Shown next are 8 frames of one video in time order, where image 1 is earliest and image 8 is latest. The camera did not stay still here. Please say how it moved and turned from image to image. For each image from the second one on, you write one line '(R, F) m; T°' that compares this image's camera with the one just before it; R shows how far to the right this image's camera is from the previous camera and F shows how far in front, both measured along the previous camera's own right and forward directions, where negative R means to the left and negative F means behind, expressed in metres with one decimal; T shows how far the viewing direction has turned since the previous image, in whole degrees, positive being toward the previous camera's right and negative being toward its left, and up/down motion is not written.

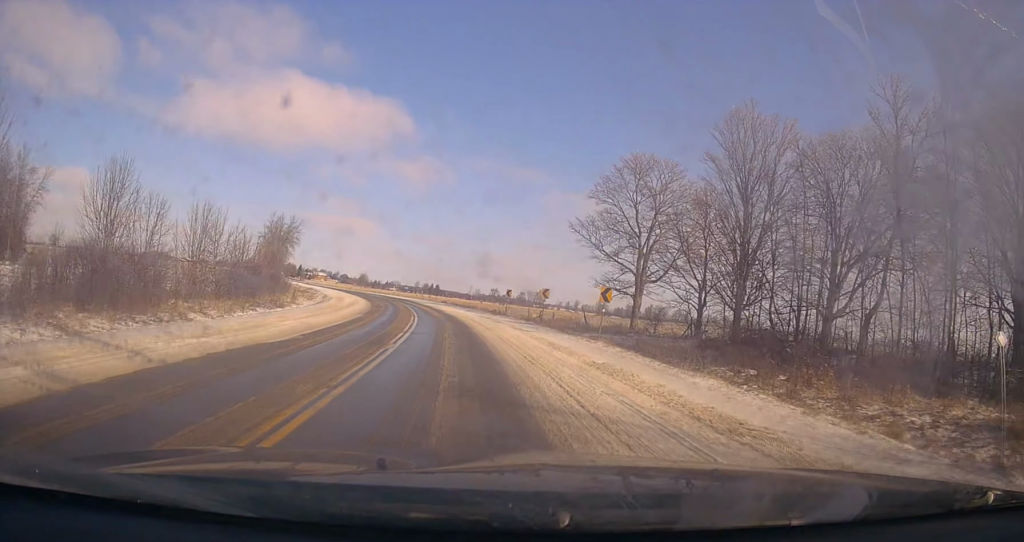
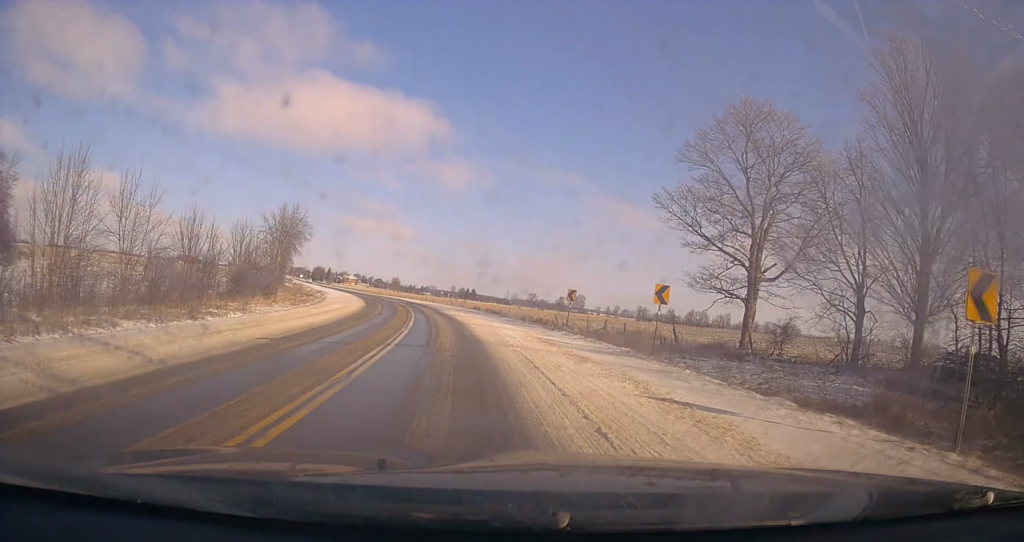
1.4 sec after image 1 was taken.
(-0.4, +18.1) m; -5°
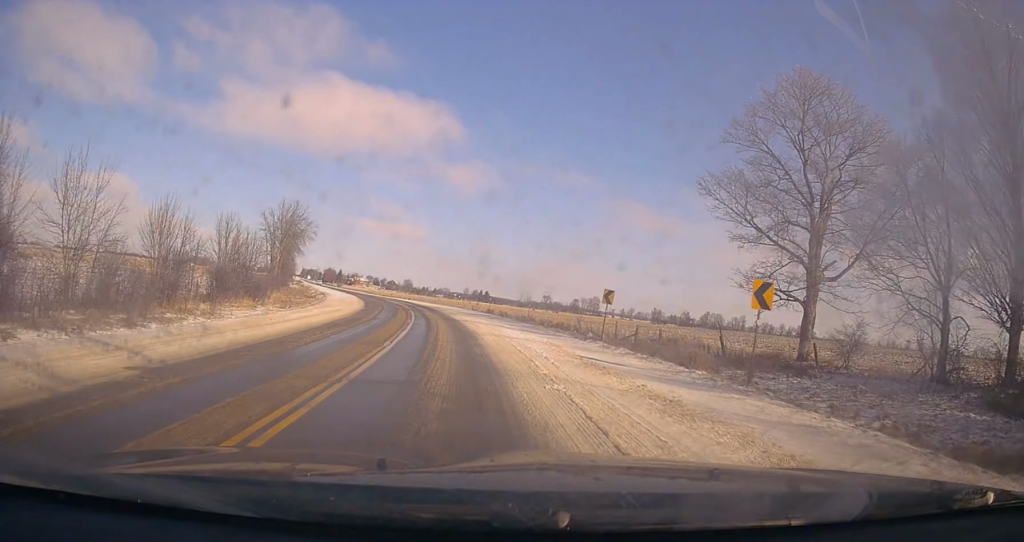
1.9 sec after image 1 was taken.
(0.0, +5.7) m; -2°
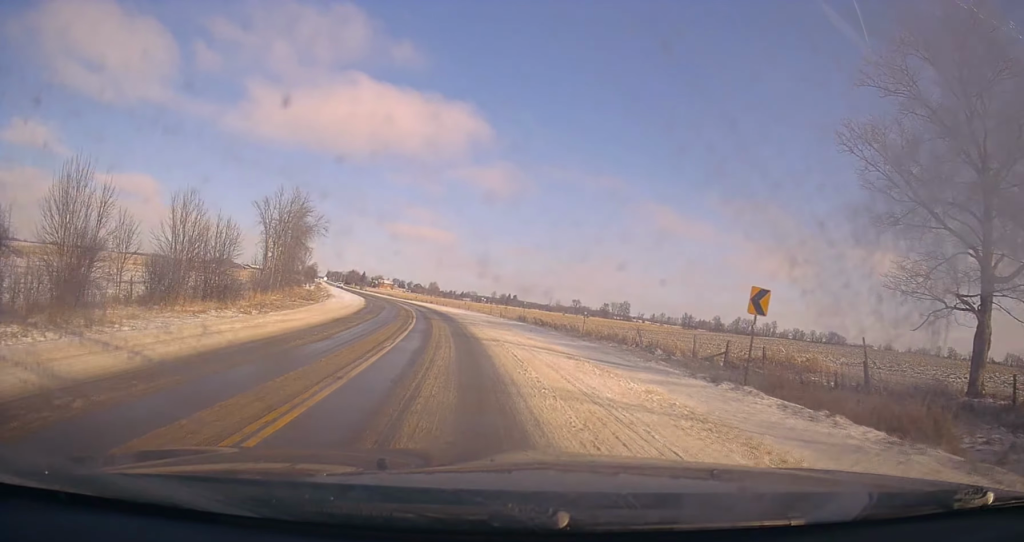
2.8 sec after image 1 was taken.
(-0.4, +12.3) m; -2°
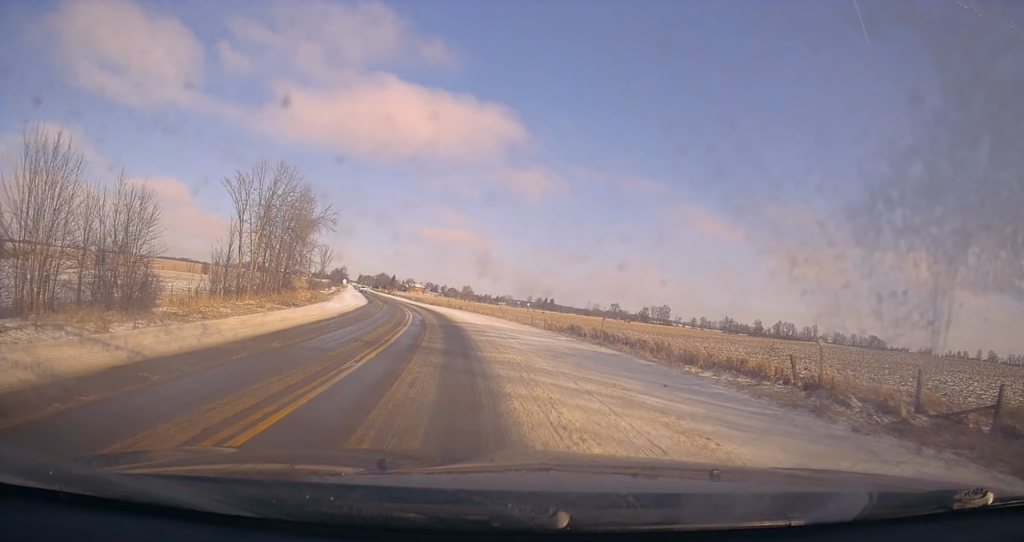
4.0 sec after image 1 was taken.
(-0.2, +17.1) m; -2°
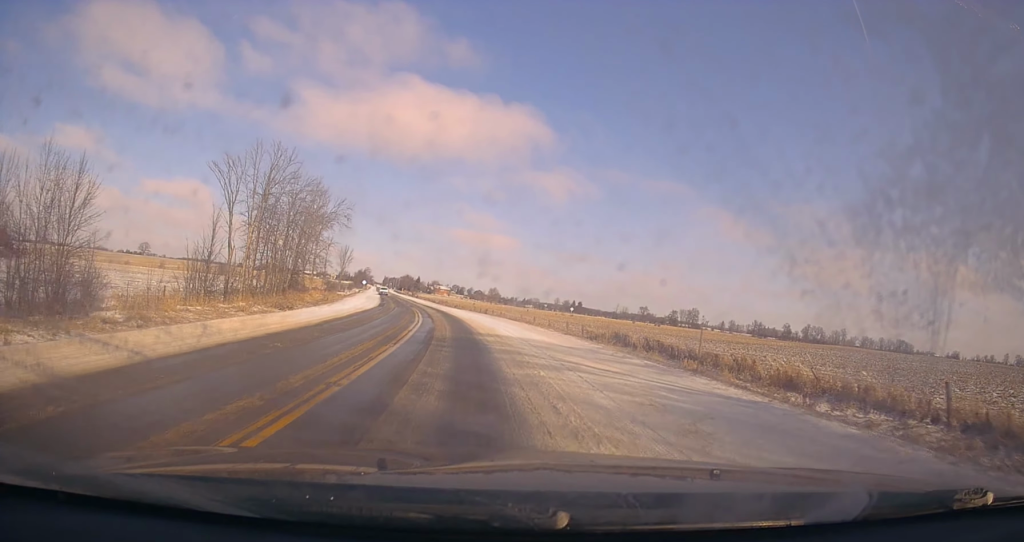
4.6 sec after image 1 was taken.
(-0.1, +8.0) m; -2°
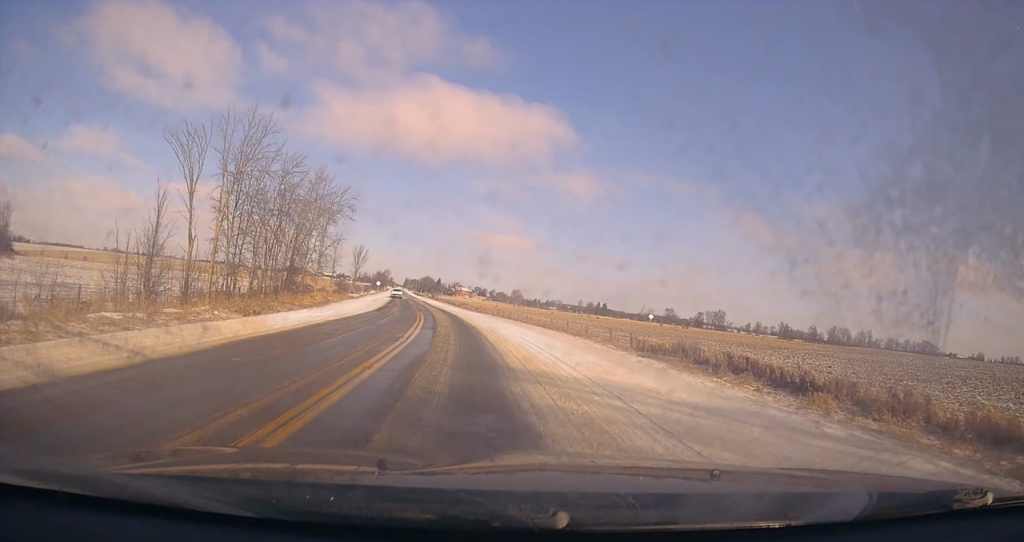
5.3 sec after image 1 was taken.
(-0.2, +10.3) m; -2°
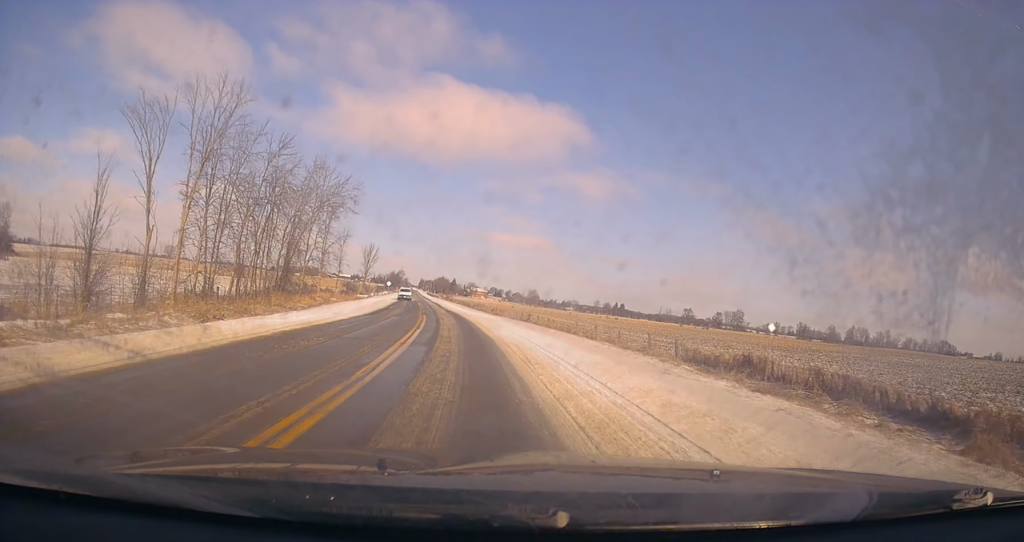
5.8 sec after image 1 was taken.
(-0.1, +7.4) m; -1°
